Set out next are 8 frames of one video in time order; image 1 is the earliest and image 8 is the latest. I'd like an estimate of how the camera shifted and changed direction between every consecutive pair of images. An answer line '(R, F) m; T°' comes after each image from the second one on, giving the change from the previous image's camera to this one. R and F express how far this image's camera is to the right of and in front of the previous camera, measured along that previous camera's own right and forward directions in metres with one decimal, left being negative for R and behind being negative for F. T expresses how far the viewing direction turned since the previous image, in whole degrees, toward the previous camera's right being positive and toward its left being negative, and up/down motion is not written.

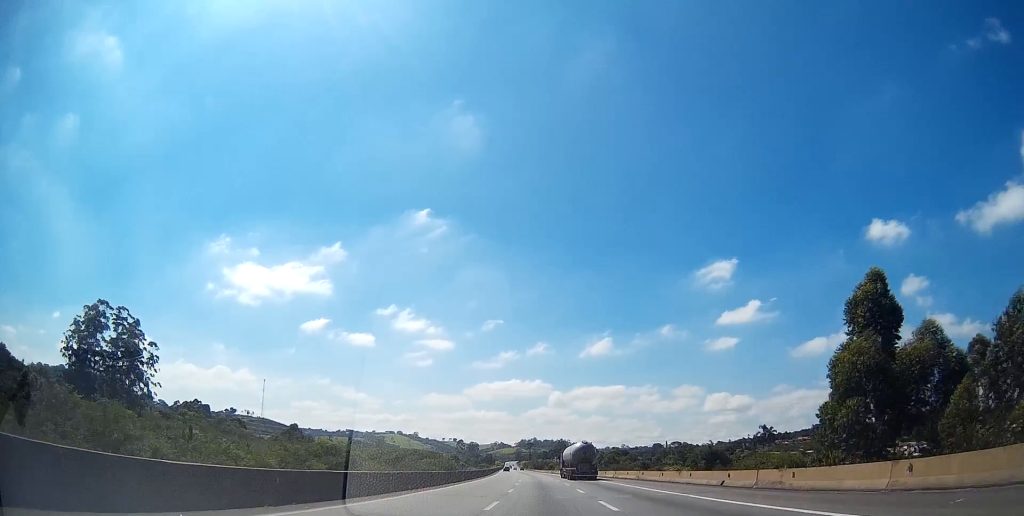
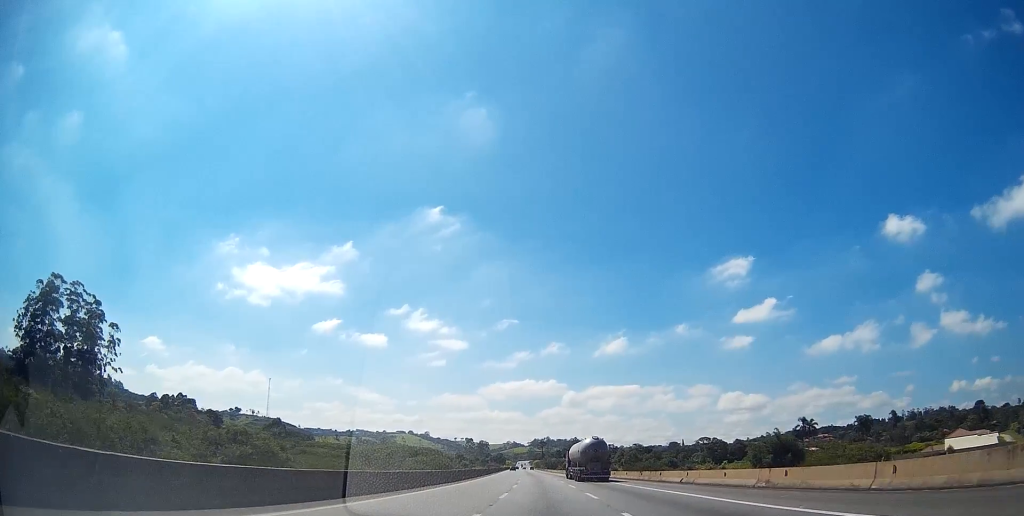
(-0.1, +31.3) m; -1°
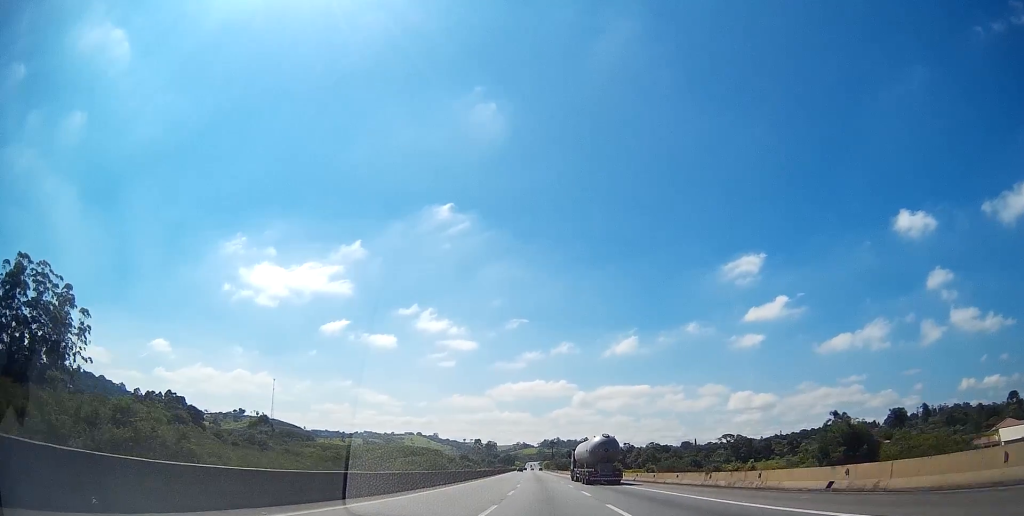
(-0.4, +20.8) m; -1°
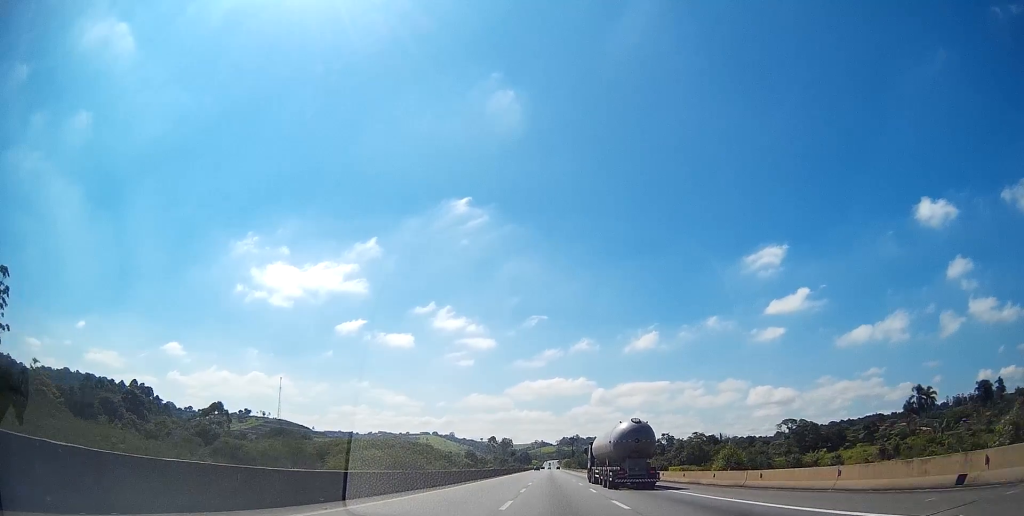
(-0.4, +46.9) m; -1°
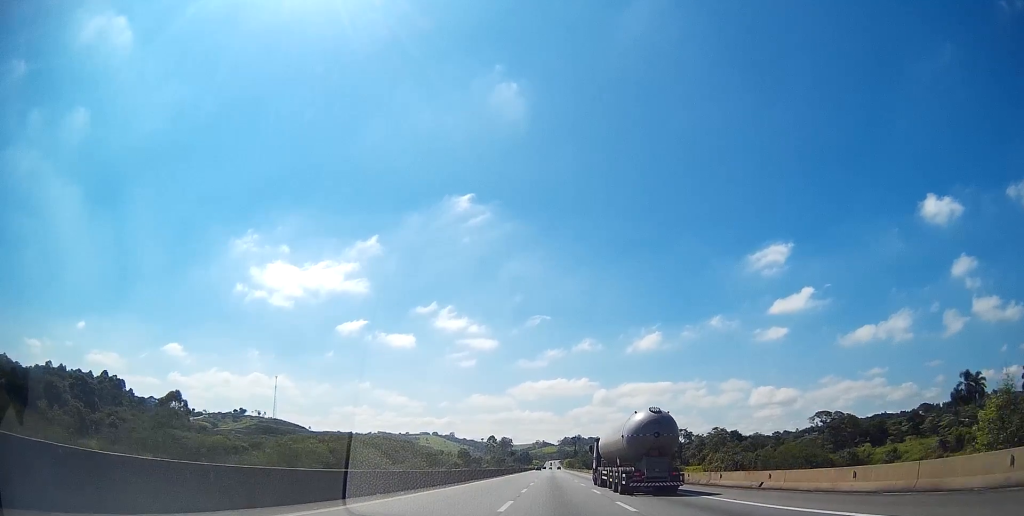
(-0.3, +25.1) m; -1°
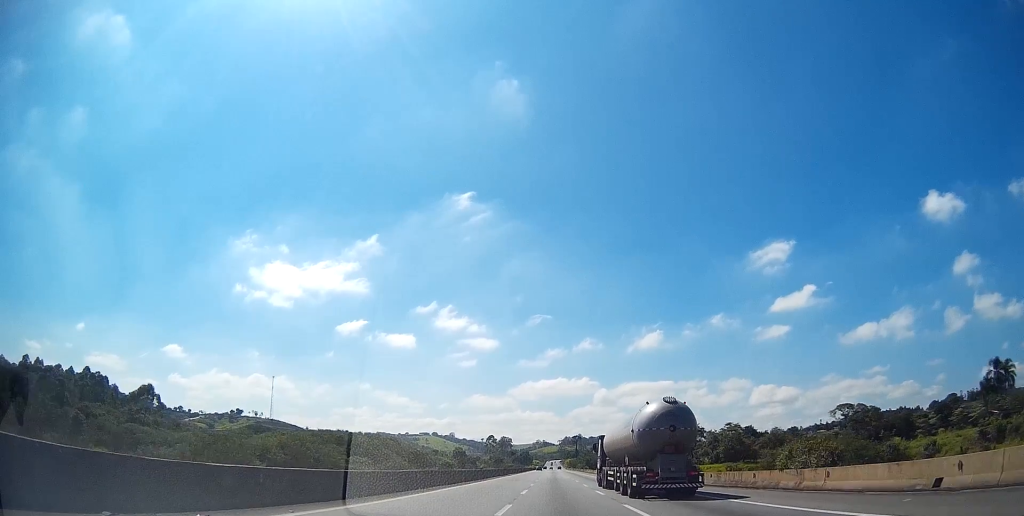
(-0.1, +13.9) m; -1°
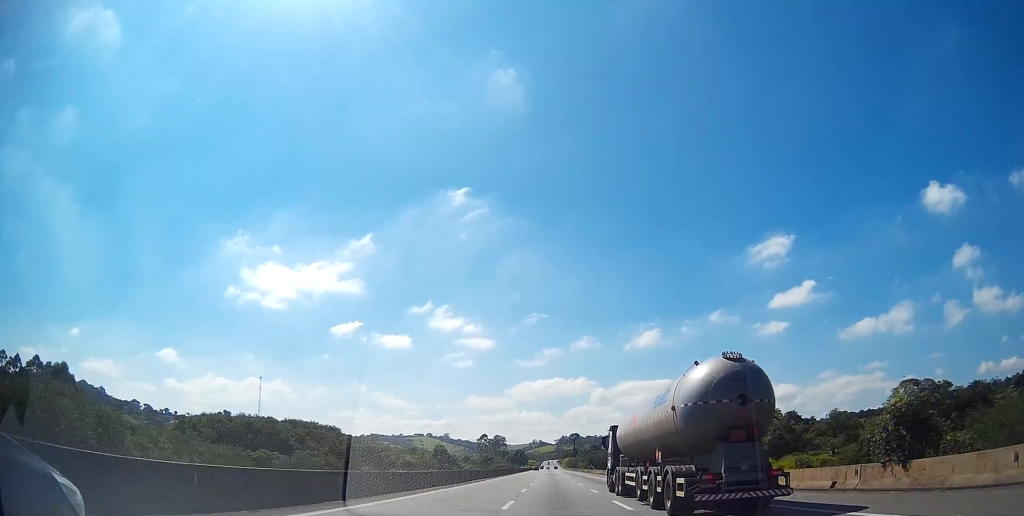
(-0.4, +34.6) m; -1°
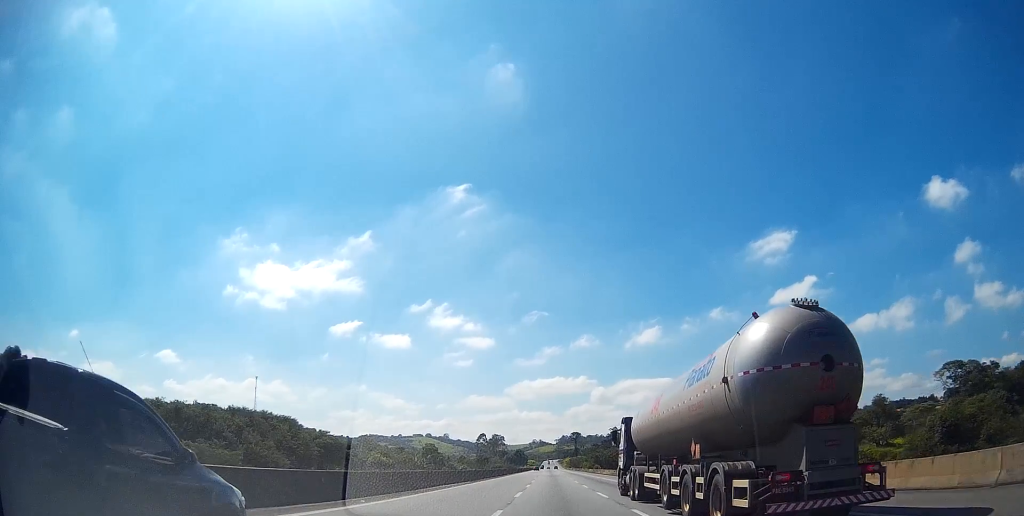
(-0.1, +17.3) m; 0°
